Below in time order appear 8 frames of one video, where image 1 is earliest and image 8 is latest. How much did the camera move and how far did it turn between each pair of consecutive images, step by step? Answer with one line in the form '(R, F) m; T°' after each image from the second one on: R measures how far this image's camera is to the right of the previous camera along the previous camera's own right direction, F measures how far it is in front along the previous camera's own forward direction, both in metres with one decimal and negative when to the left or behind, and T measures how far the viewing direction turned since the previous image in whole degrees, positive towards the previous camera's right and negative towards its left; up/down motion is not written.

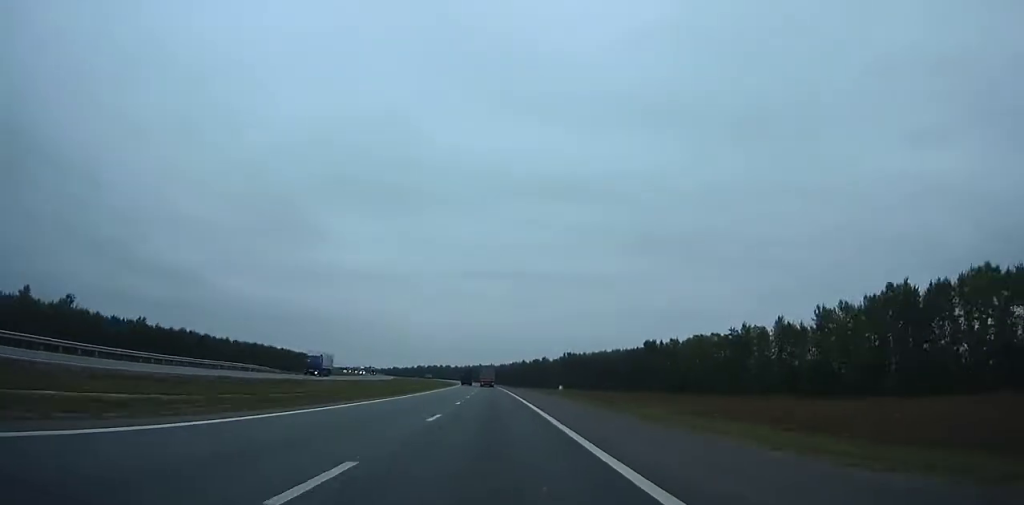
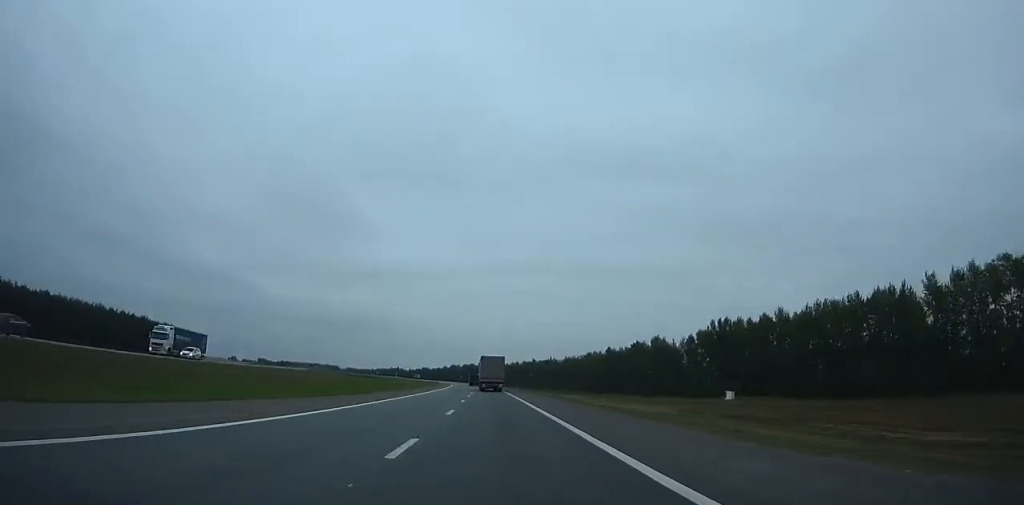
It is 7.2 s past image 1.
(+11.1, +203.5) m; -3°
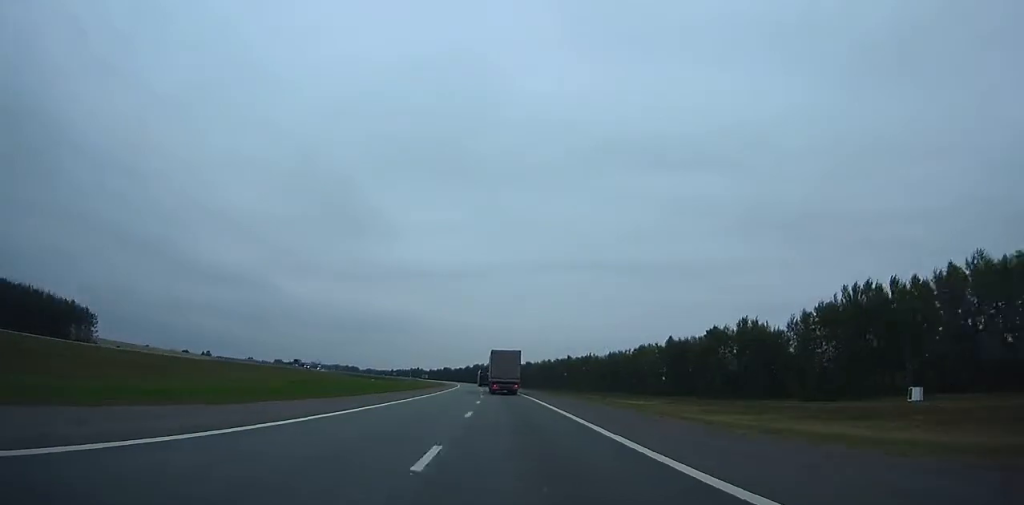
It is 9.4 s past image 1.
(-1.6, +62.4) m; -3°
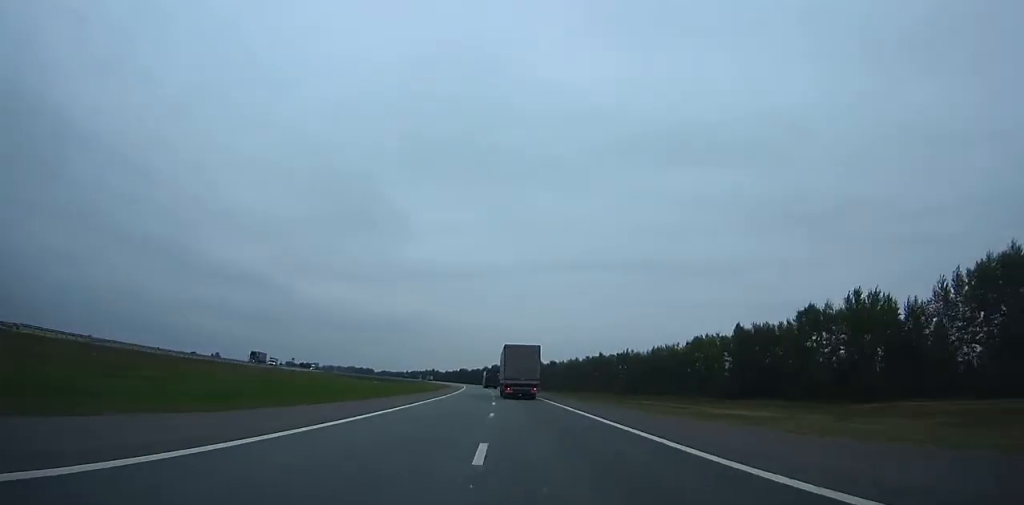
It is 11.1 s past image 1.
(-1.0, +48.3) m; -2°
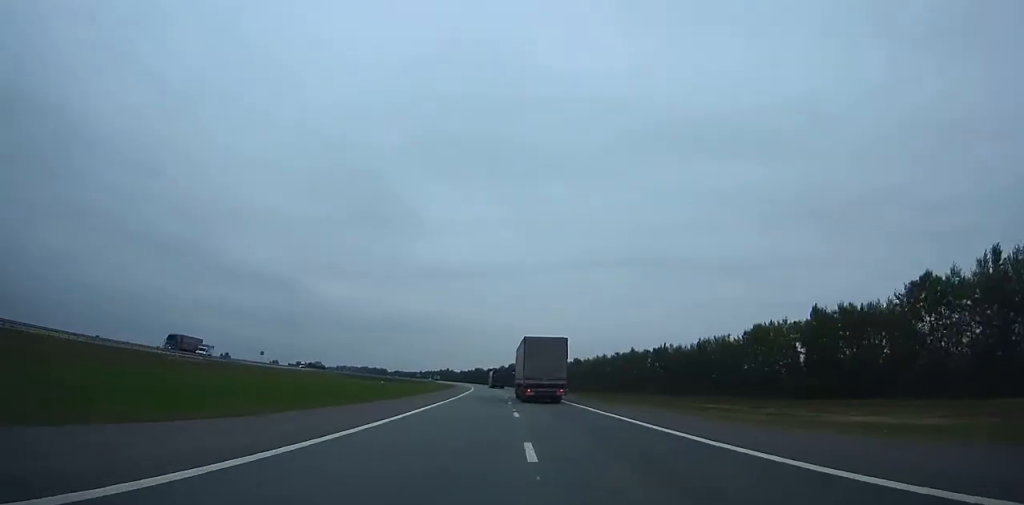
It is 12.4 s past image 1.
(-0.3, +37.0) m; -1°
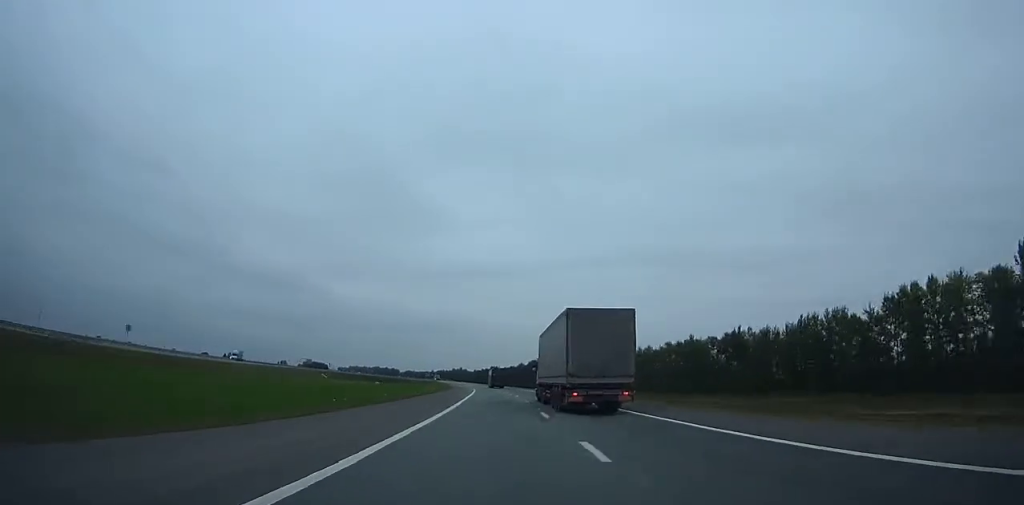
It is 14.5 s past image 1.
(-1.4, +60.2) m; -2°
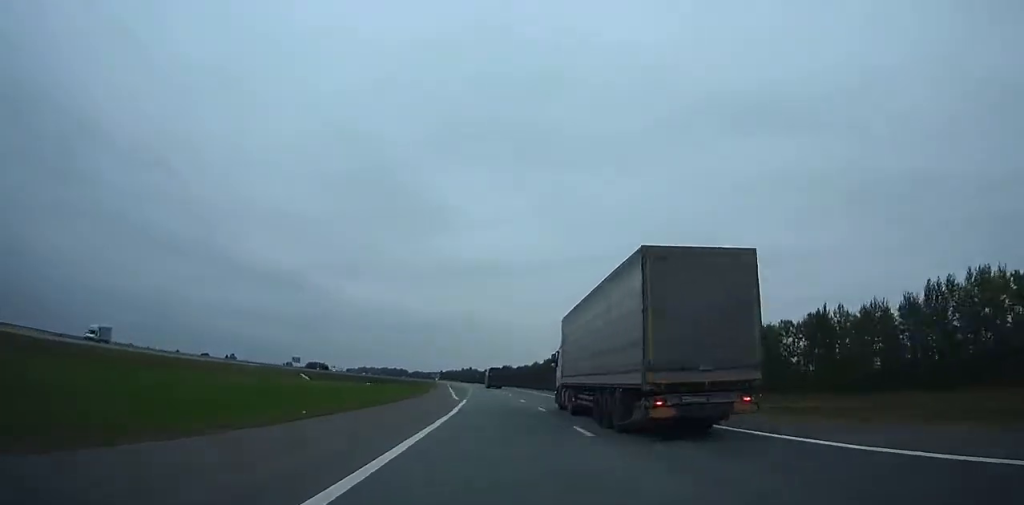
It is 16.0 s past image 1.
(-0.2, +43.3) m; -1°
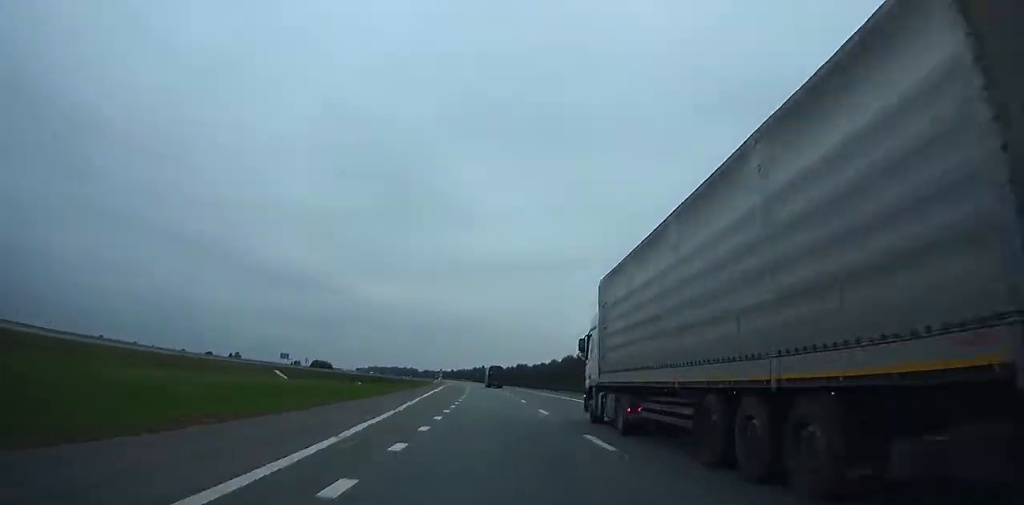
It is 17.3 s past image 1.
(-0.7, +37.8) m; -1°
